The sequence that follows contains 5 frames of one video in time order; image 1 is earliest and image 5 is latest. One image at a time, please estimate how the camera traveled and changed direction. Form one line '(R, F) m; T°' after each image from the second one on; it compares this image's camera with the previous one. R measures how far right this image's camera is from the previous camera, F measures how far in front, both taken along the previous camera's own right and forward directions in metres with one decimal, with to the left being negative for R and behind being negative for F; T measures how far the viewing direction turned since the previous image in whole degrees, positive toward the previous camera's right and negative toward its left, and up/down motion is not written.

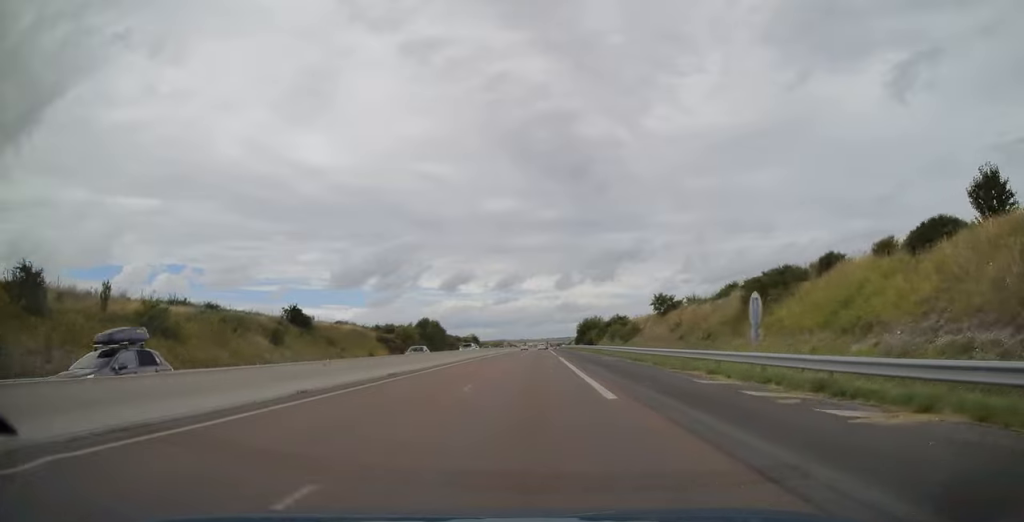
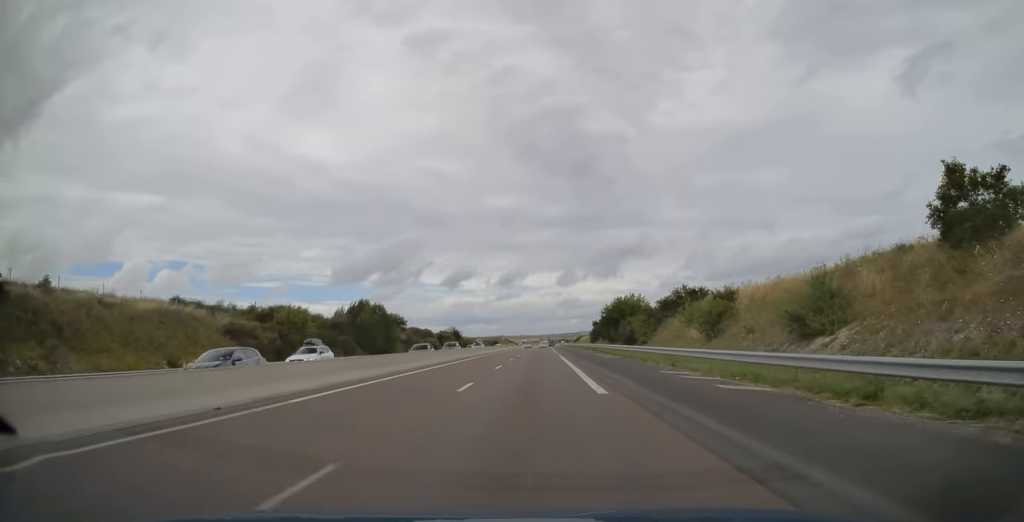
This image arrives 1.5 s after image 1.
(-0.1, +50.1) m; 0°
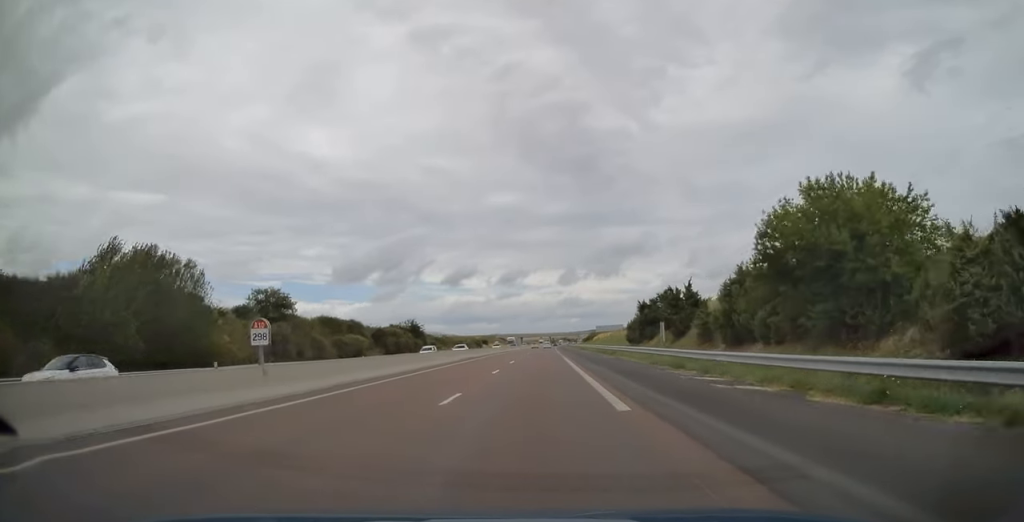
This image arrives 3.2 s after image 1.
(0.0, +54.6) m; 0°
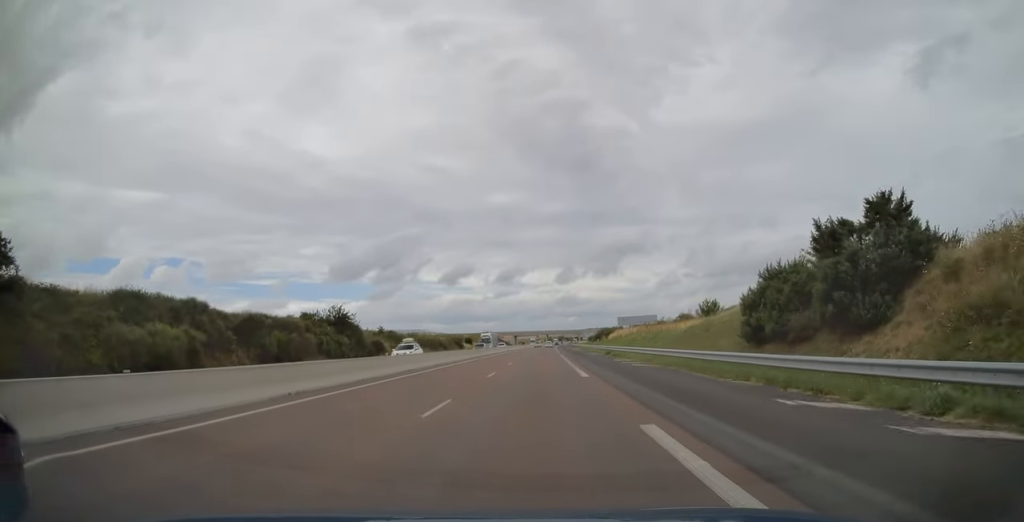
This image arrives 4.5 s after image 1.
(+0.1, +40.8) m; 0°
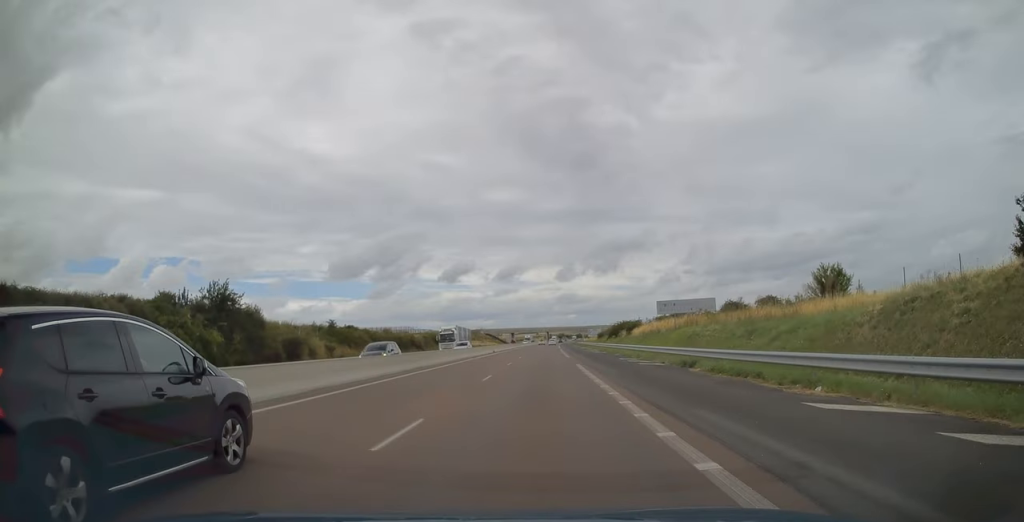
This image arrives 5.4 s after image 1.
(+0.1, +29.4) m; 0°
